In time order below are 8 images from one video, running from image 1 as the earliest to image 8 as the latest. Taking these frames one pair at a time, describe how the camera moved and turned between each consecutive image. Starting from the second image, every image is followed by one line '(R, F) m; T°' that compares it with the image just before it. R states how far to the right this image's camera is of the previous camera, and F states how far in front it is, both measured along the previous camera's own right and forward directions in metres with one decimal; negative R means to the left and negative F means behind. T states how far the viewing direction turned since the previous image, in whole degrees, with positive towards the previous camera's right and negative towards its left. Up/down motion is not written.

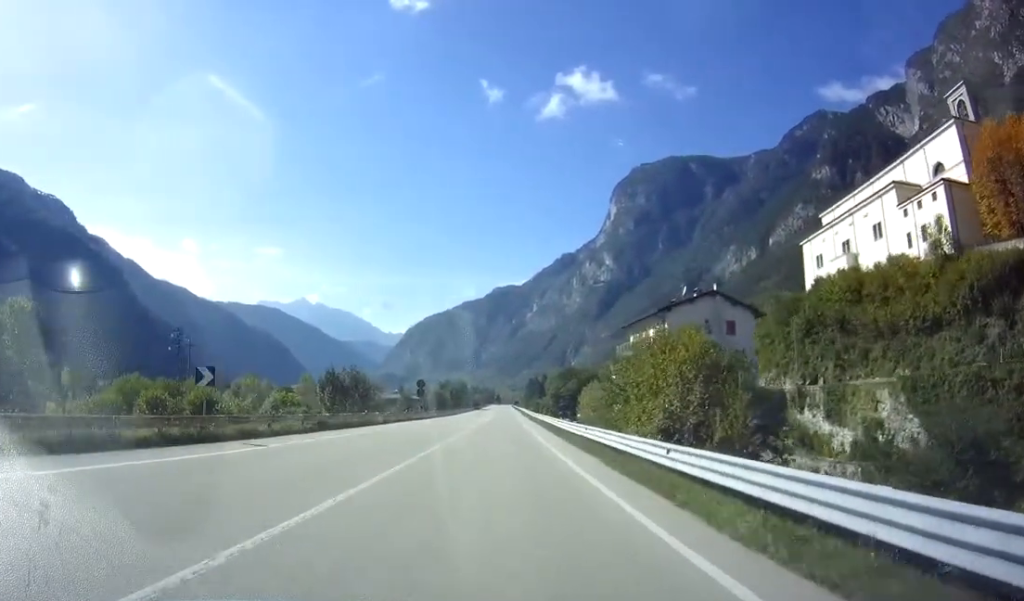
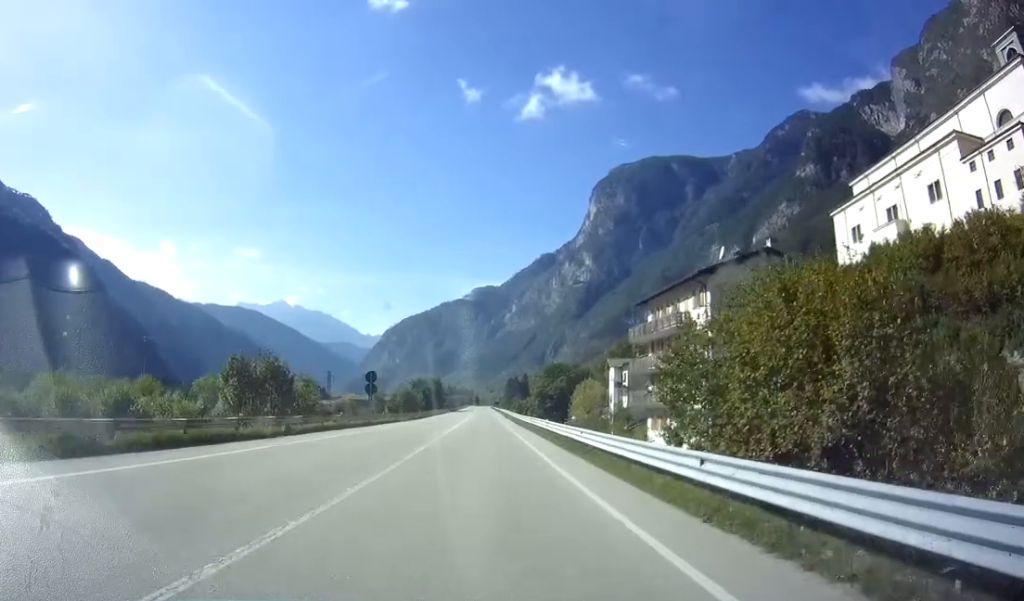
(+0.3, +16.4) m; +2°
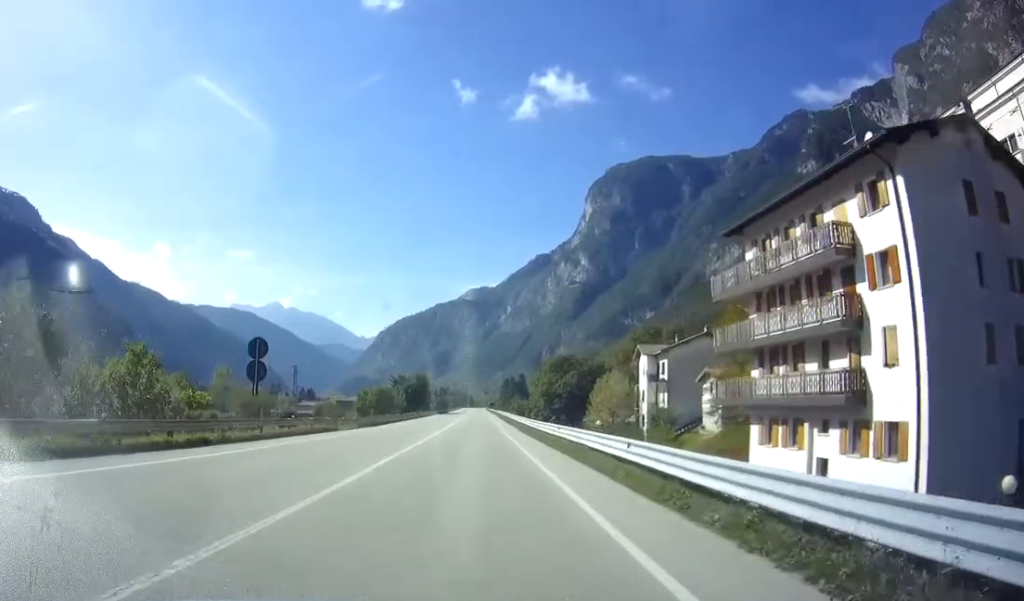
(+0.1, +22.3) m; 0°
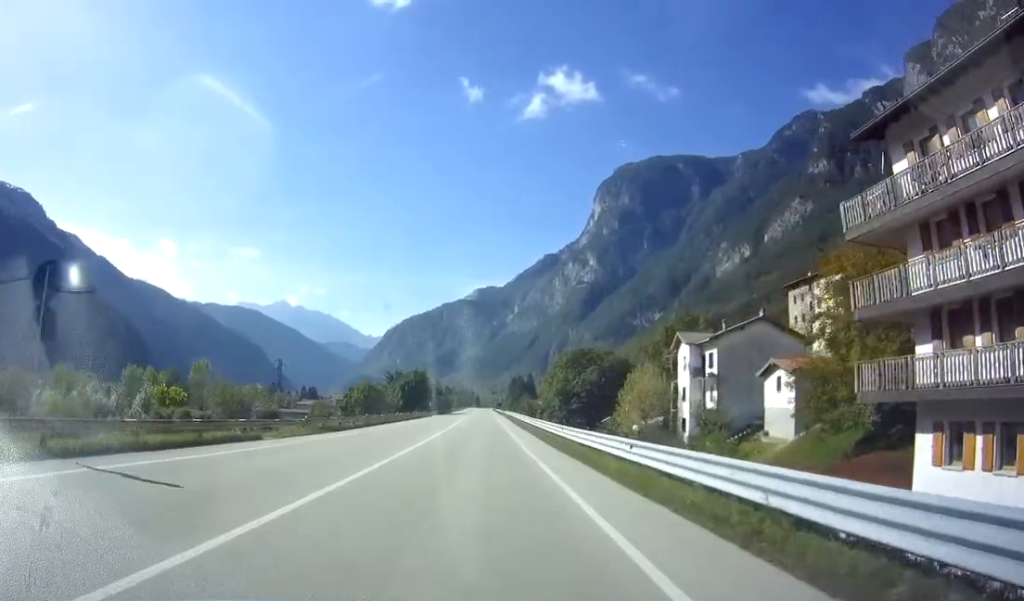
(-0.2, +13.8) m; 0°
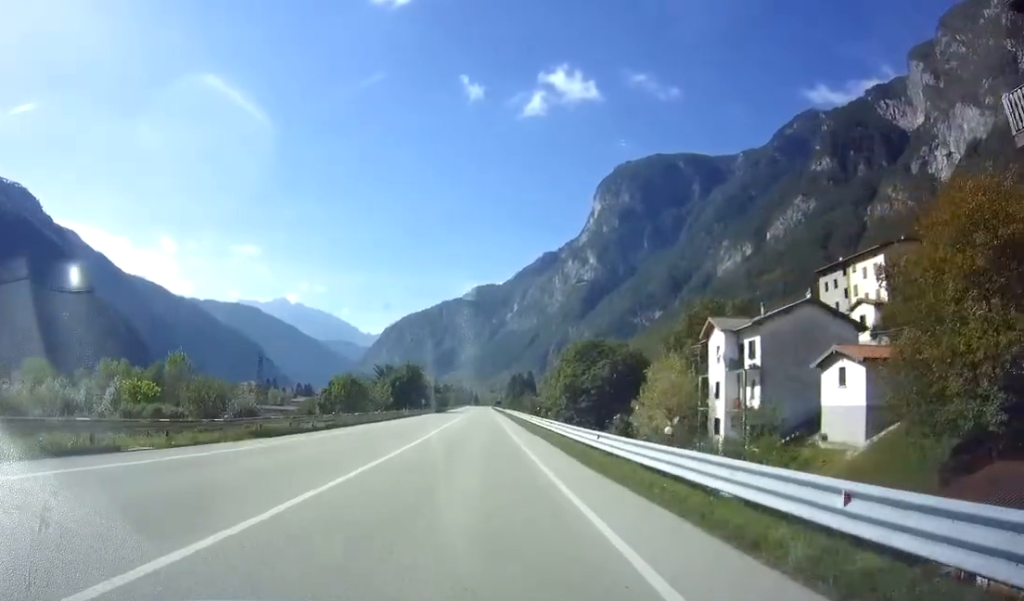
(+0.2, +9.3) m; 0°
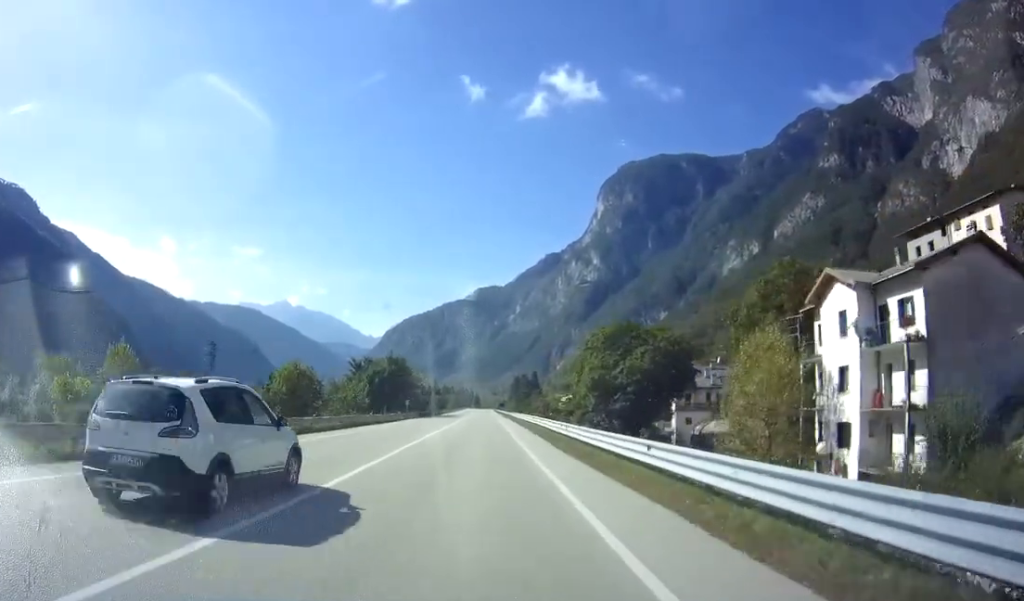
(0.0, +19.2) m; -1°
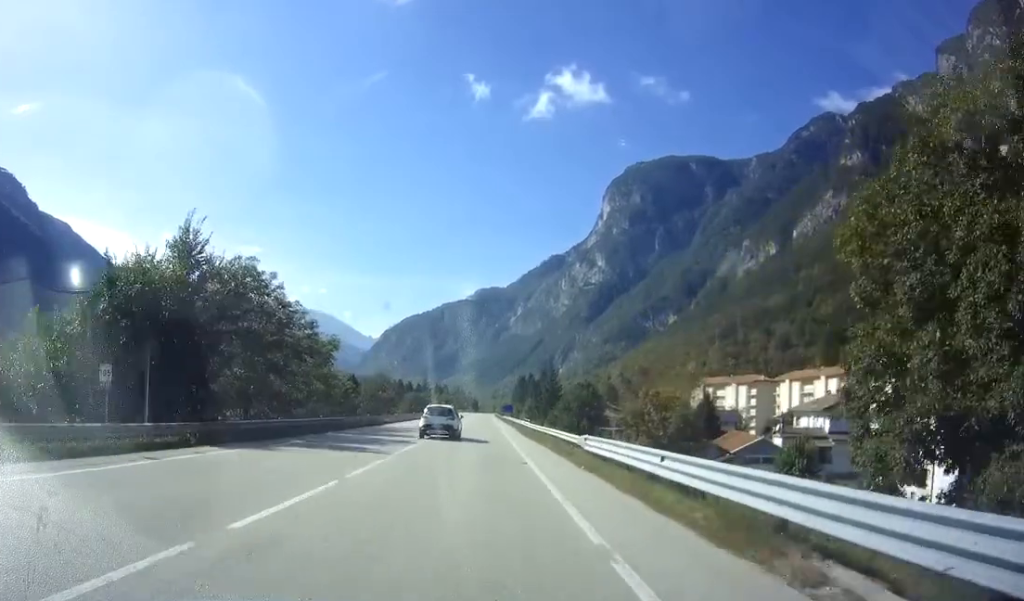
(+0.4, +55.3) m; 0°
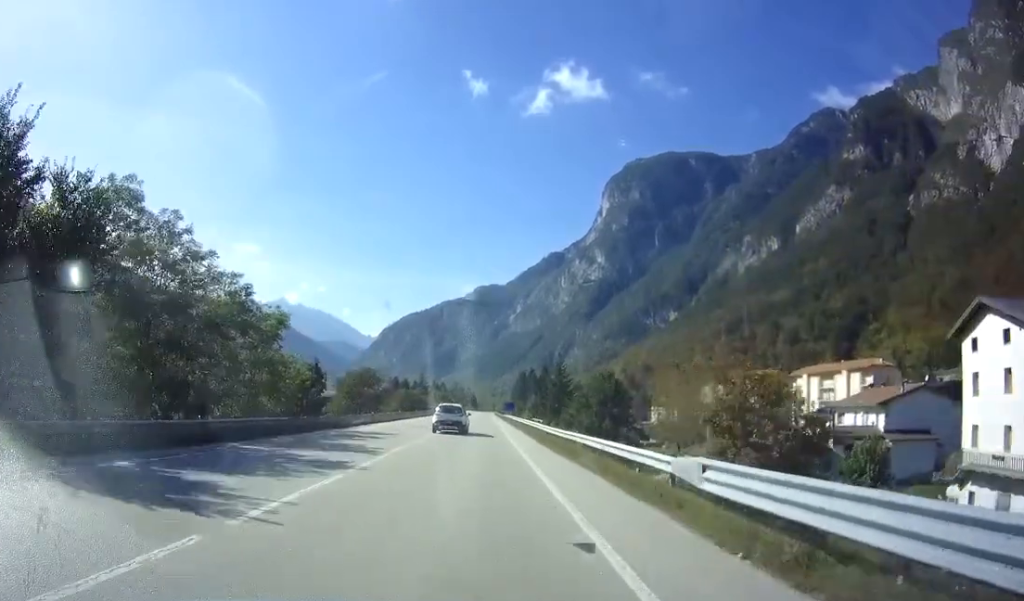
(-0.2, +11.5) m; -1°
